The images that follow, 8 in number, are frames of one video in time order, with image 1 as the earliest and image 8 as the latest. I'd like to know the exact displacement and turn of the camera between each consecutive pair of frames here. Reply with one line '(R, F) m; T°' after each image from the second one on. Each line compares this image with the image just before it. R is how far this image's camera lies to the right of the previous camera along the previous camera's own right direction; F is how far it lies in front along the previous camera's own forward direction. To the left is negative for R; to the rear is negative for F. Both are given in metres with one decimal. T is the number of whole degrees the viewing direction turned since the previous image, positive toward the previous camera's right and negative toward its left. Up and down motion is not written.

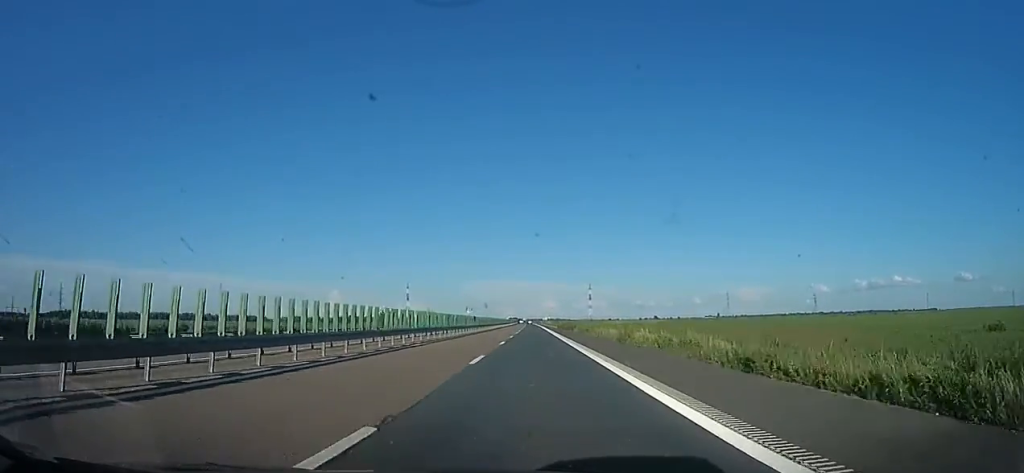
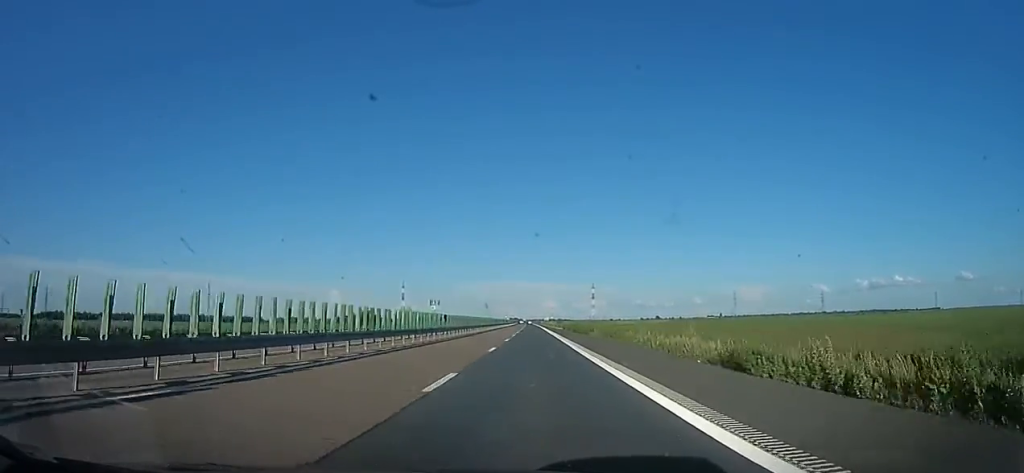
(0.0, +17.6) m; 0°
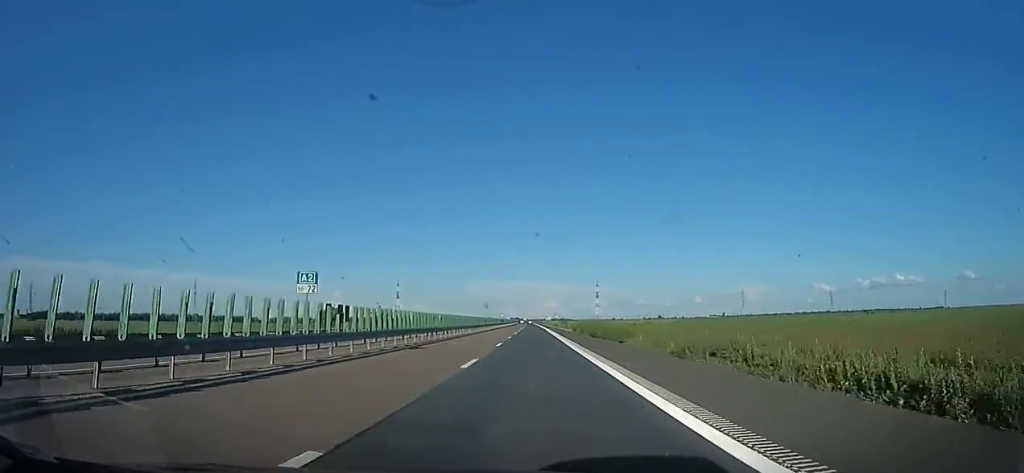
(0.0, +19.5) m; 0°
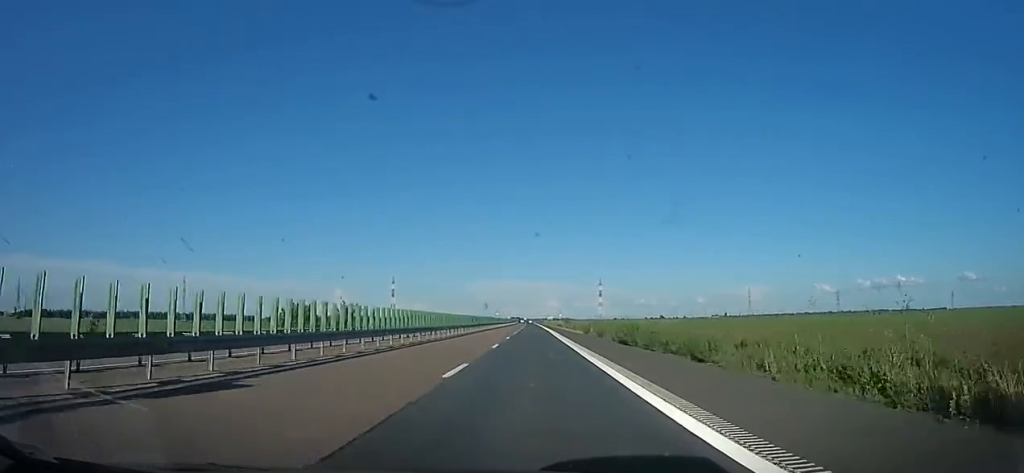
(0.0, +14.6) m; 0°
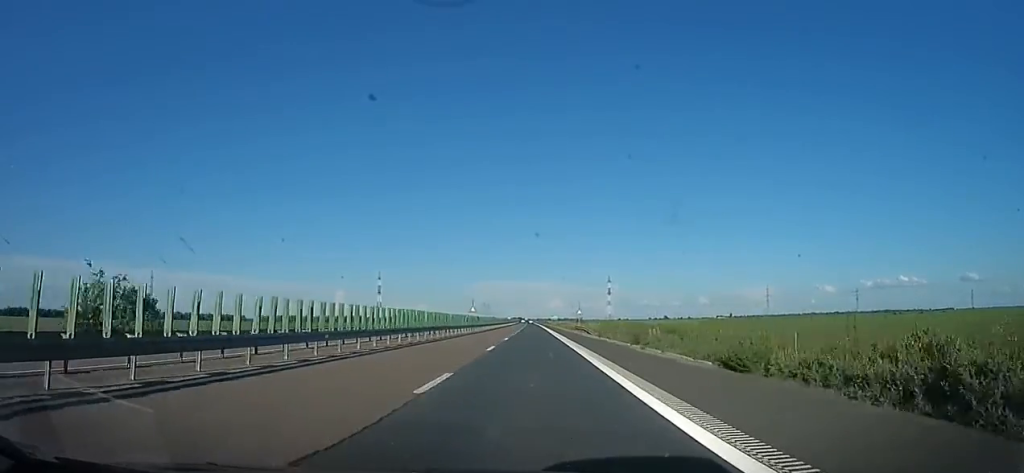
(0.0, +38.4) m; 0°
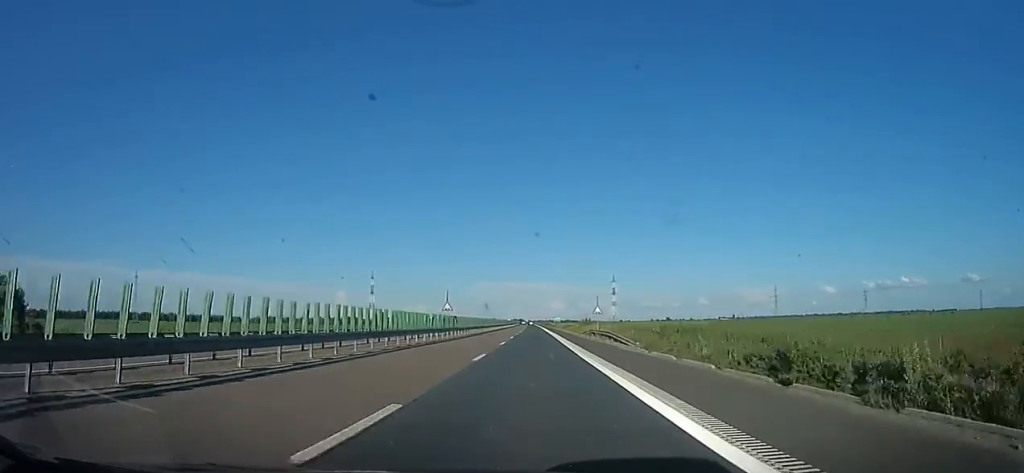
(0.0, +16.4) m; 0°
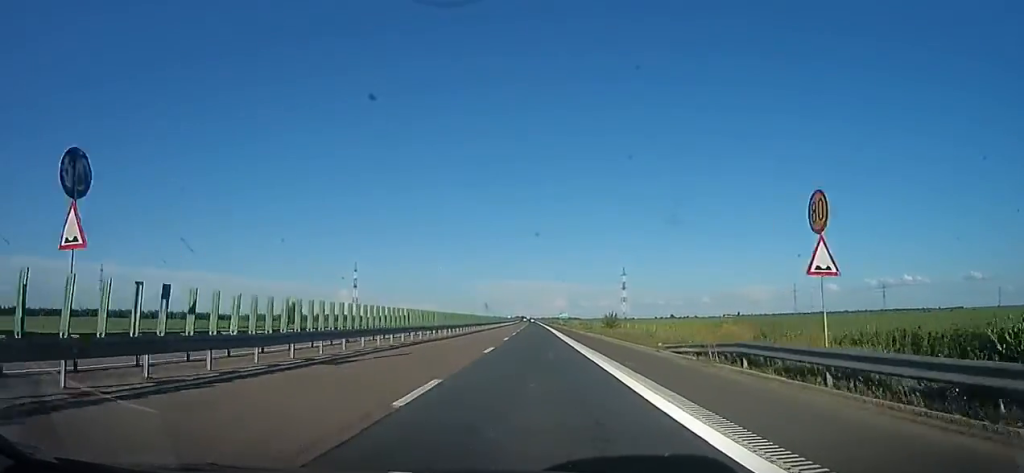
(0.0, +33.4) m; 0°
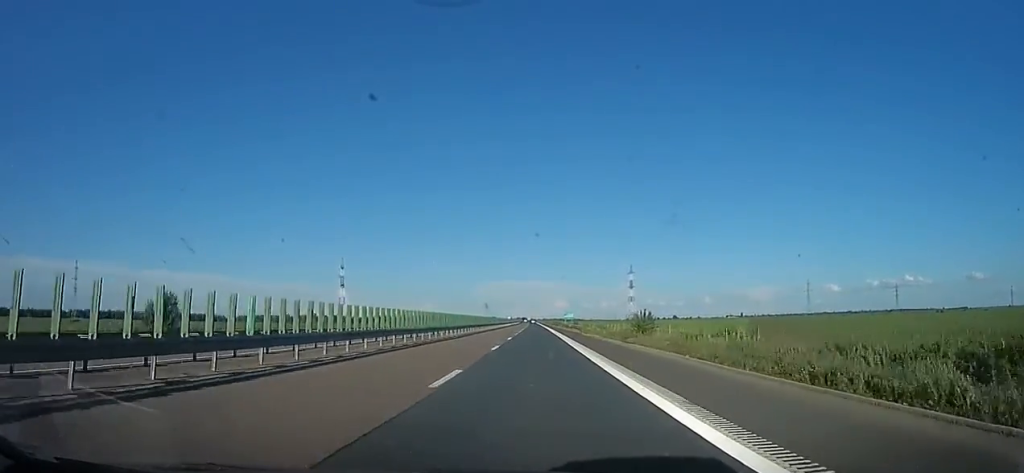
(-0.1, +21.9) m; 0°
